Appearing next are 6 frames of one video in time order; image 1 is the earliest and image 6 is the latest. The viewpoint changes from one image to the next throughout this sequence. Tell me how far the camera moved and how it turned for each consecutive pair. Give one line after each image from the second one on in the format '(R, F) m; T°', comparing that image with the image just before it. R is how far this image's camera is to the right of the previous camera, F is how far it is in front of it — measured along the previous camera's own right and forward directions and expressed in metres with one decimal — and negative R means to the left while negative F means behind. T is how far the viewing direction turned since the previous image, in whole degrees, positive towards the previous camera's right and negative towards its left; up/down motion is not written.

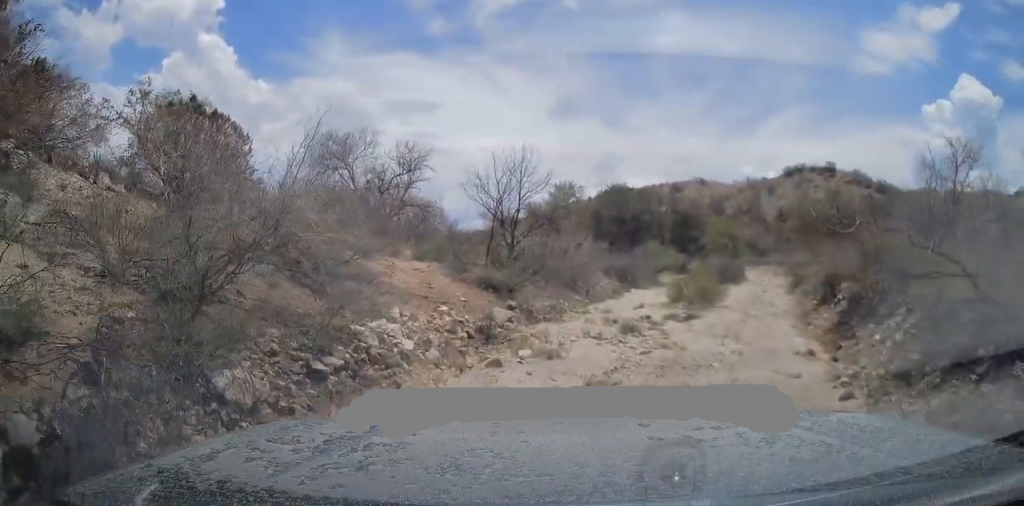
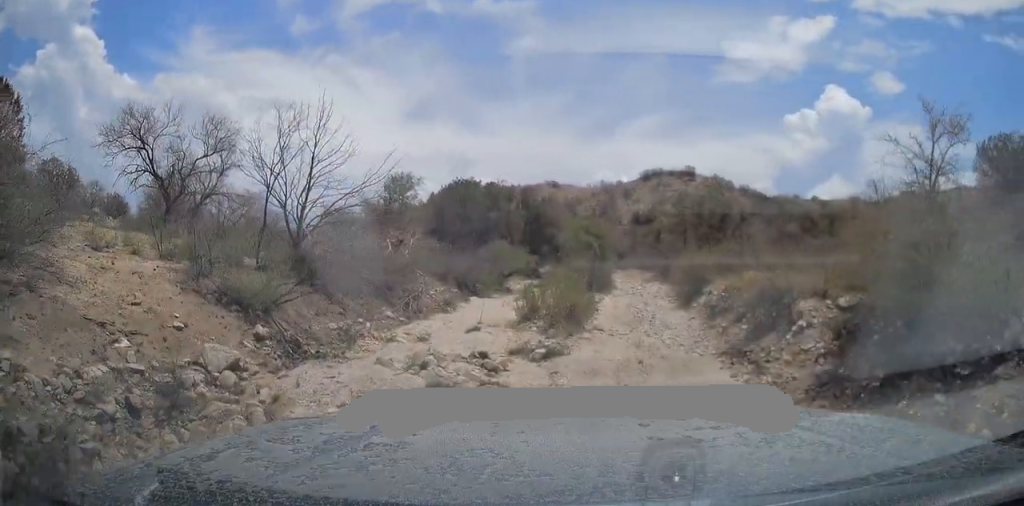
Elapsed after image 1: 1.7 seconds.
(+0.7, +6.0) m; +15°
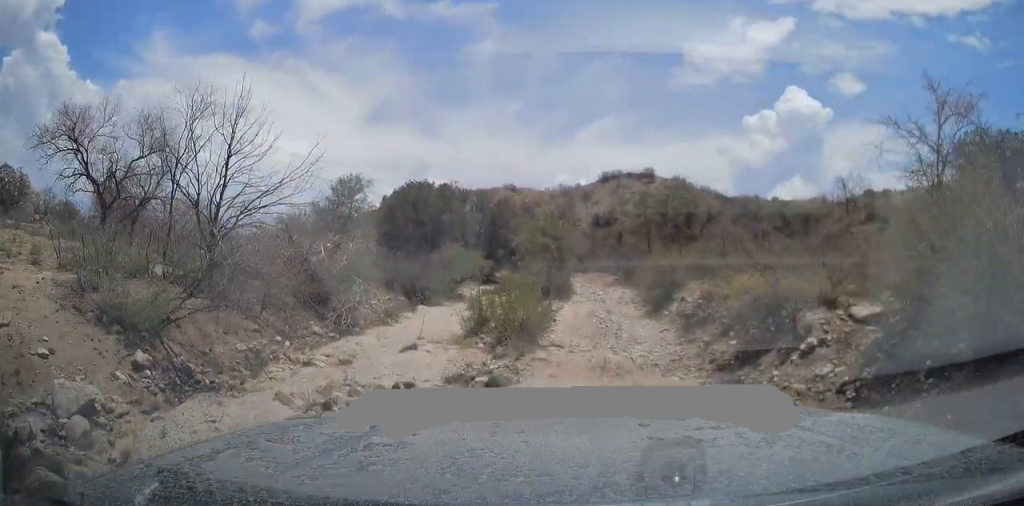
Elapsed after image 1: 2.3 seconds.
(+0.4, +1.9) m; +3°
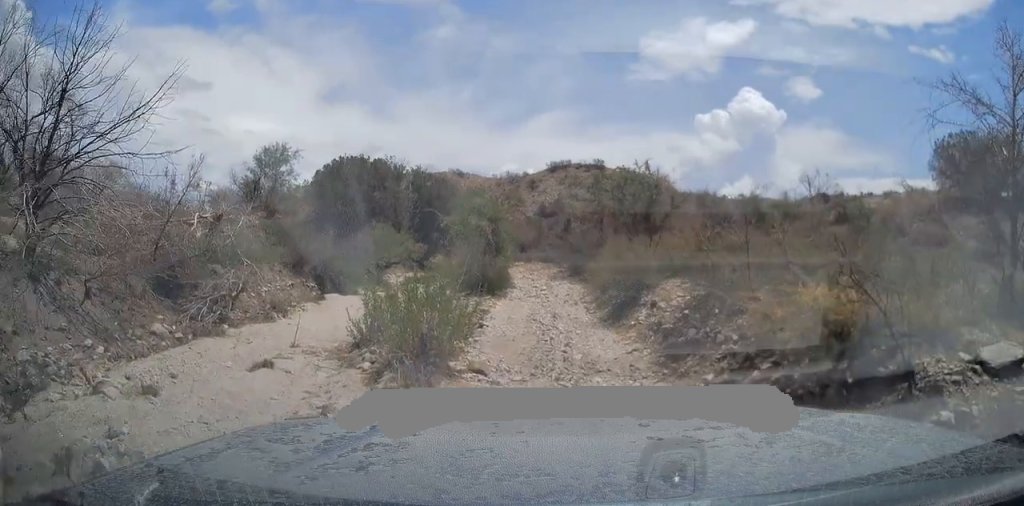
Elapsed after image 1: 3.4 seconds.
(-0.5, +3.6) m; 0°
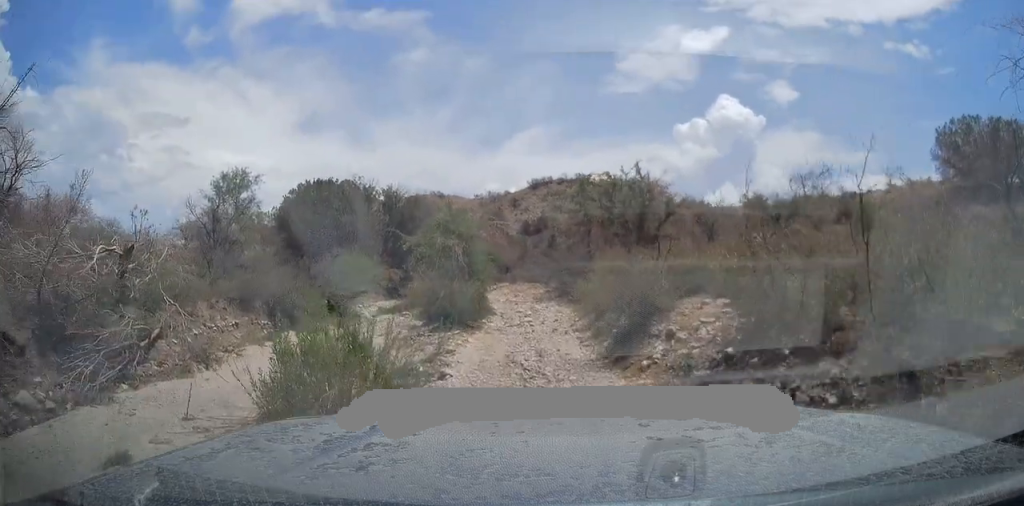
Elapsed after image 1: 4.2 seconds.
(+0.5, +2.7) m; -1°
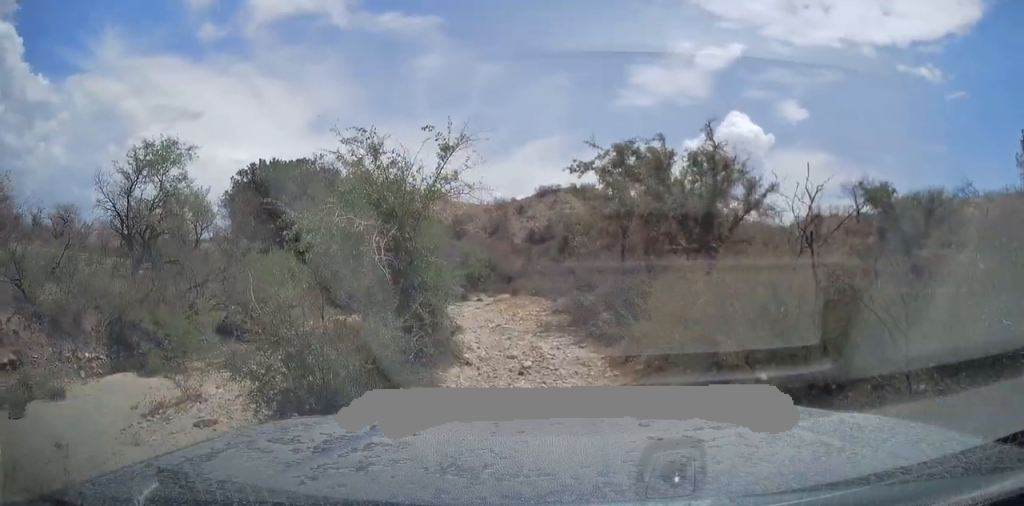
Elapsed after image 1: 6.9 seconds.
(-0.2, +8.1) m; -7°
